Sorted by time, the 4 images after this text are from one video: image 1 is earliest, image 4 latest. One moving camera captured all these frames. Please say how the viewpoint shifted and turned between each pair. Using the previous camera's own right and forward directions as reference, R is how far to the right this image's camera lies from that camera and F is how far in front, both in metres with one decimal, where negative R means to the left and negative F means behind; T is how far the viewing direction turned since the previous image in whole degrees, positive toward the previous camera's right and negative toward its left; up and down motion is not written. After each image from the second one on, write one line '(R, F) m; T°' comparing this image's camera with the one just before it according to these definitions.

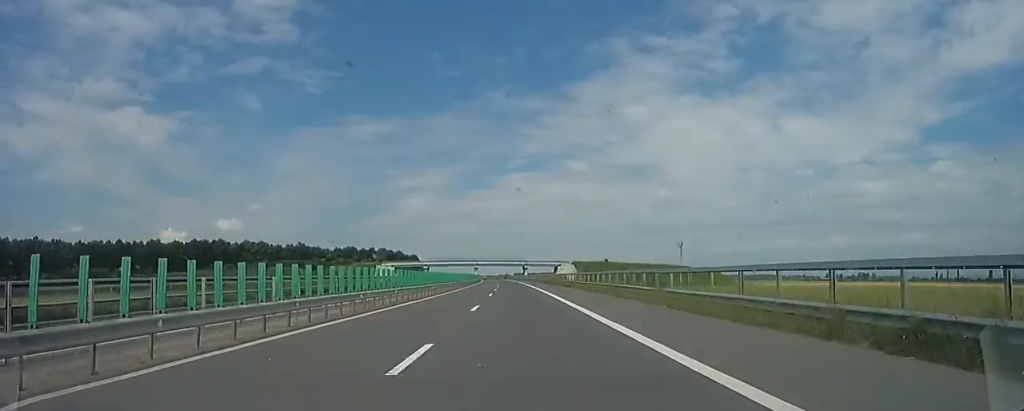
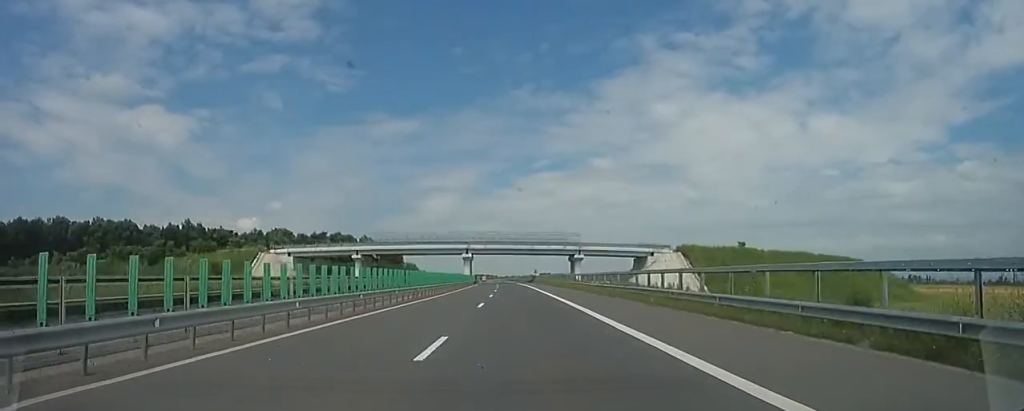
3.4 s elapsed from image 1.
(-4.8, +121.8) m; -4°
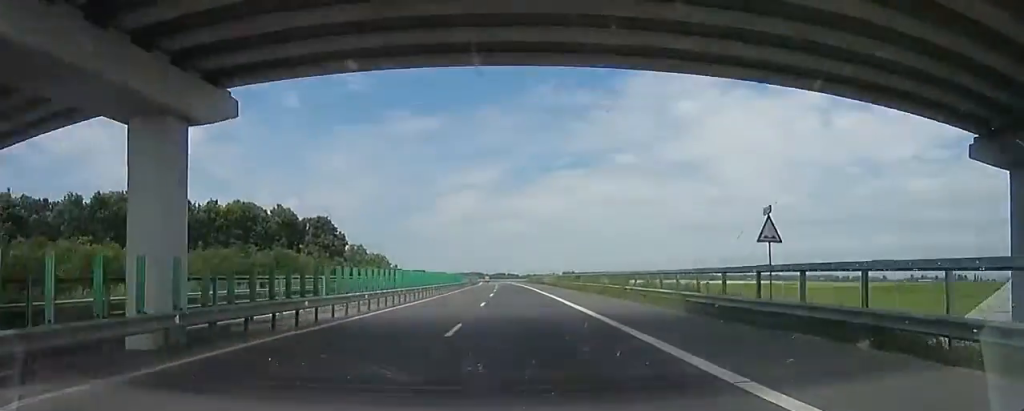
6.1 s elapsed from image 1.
(-1.9, +96.7) m; -2°
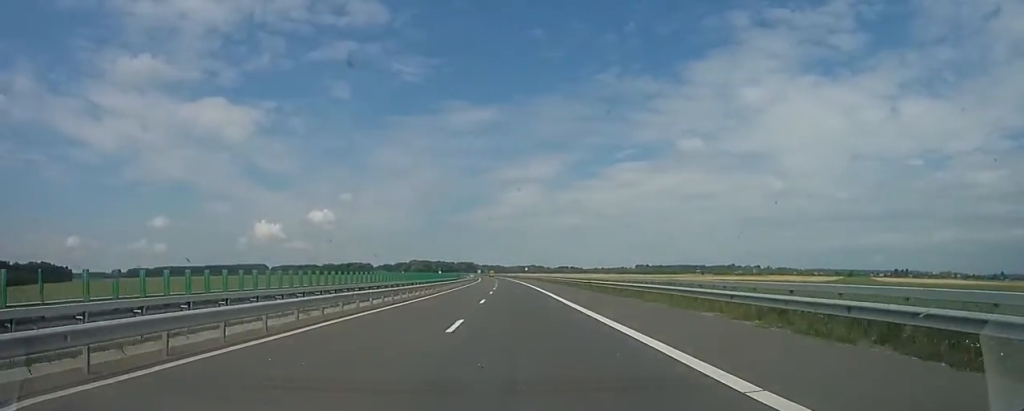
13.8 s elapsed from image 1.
(-18.9, +275.0) m; -7°
